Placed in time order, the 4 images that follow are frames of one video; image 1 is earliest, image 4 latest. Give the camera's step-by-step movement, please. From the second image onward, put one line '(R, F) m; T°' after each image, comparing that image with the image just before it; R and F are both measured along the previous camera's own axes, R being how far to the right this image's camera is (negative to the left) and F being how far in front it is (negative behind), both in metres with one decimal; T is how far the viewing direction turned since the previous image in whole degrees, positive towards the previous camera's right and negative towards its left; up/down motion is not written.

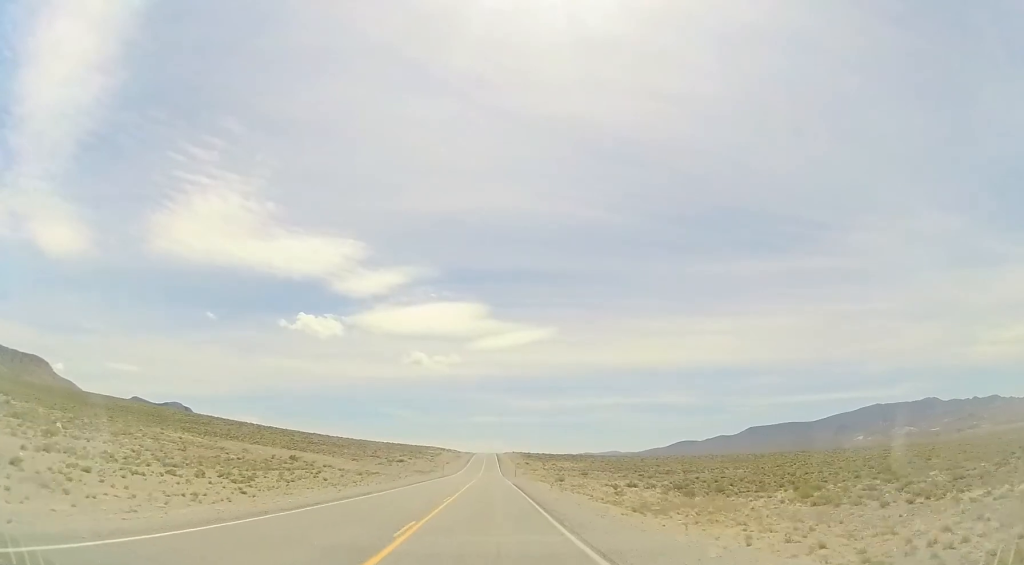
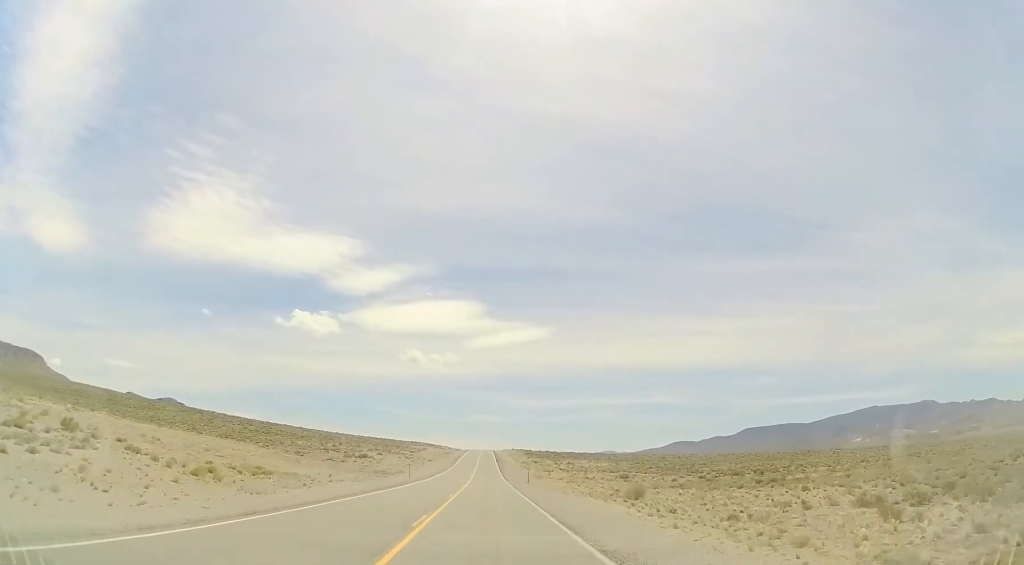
(+0.8, +34.4) m; +2°
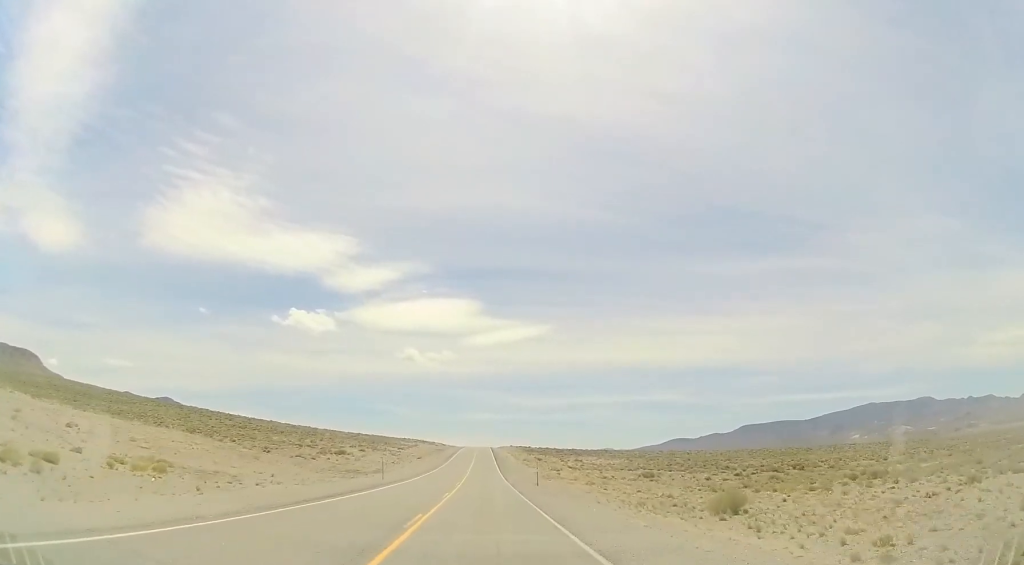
(0.0, +12.6) m; 0°
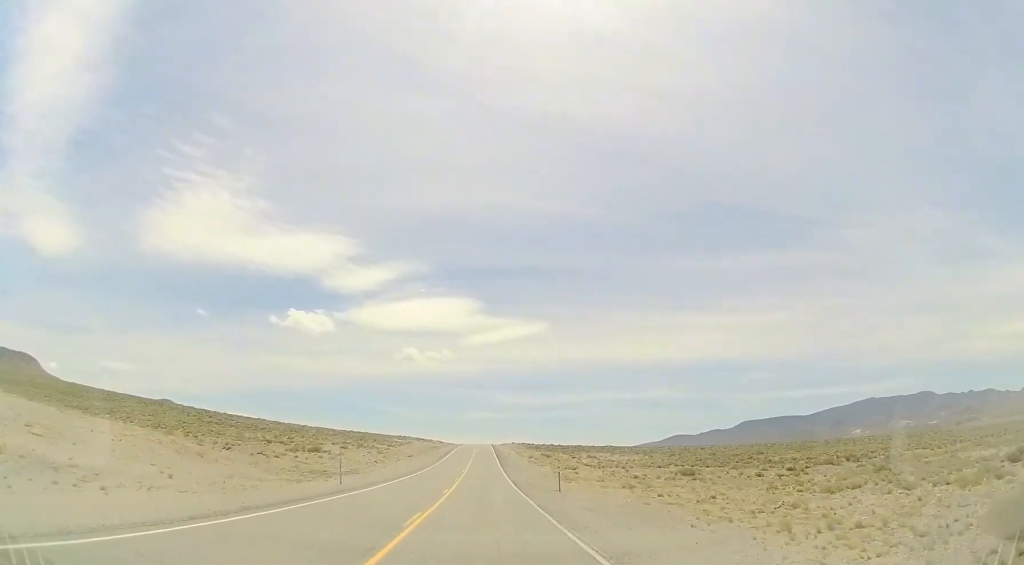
(-0.1, +12.1) m; 0°
